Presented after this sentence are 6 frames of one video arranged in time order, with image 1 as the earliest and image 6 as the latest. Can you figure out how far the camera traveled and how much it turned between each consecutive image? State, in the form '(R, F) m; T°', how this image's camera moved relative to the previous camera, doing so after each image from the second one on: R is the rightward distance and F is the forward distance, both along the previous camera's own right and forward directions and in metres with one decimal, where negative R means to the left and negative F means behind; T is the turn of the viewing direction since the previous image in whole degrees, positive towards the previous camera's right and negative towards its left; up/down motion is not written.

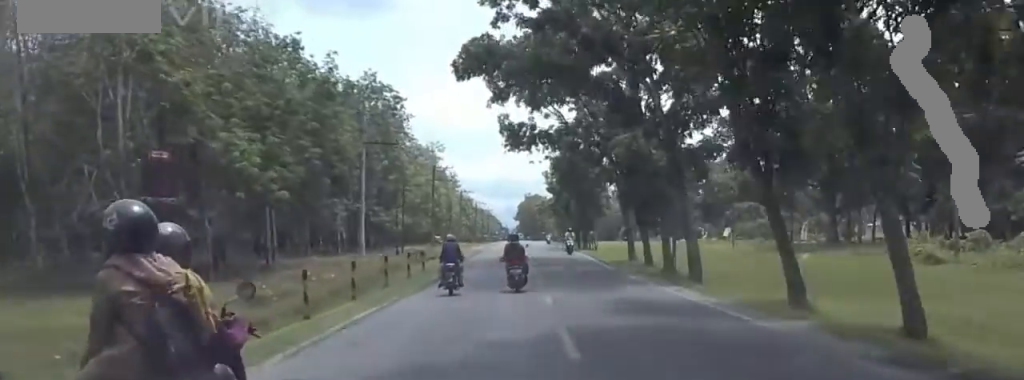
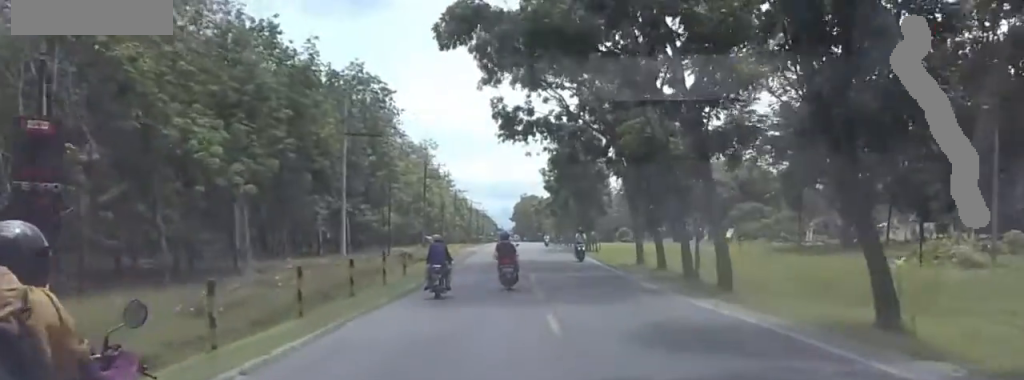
(-0.5, +5.5) m; 0°
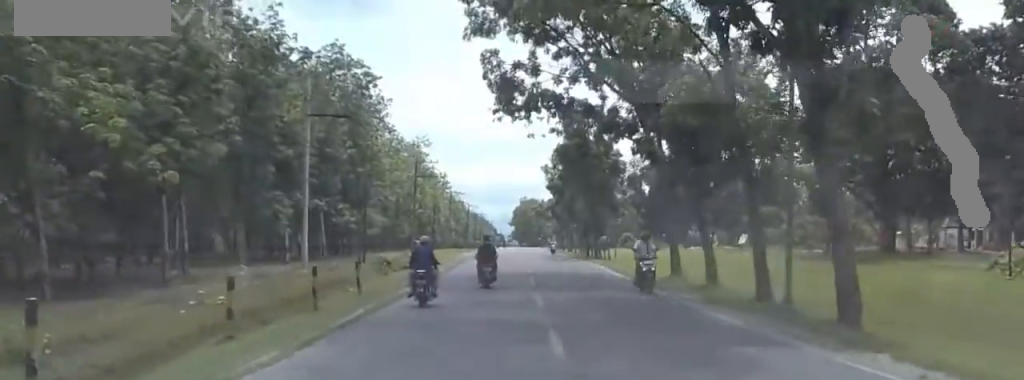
(-0.1, +10.4) m; +2°
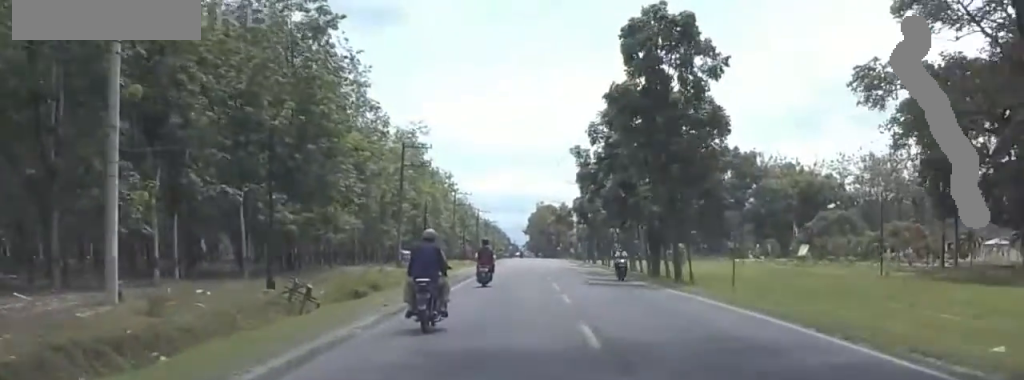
(+1.7, +24.9) m; +4°
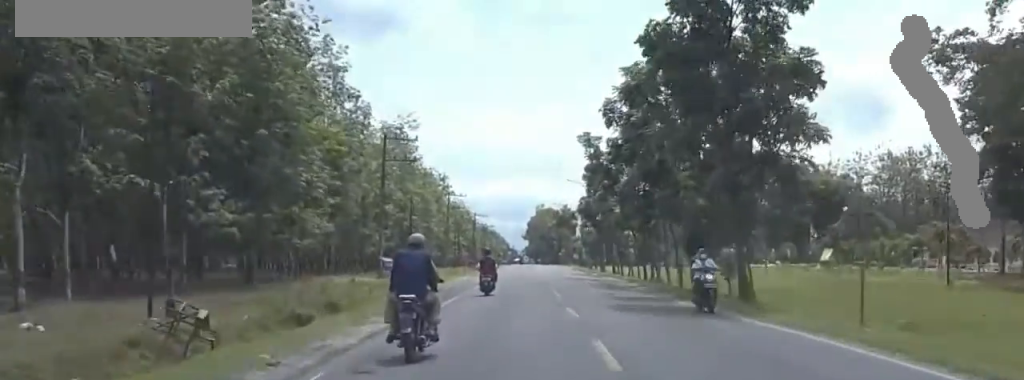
(0.0, +9.9) m; 0°
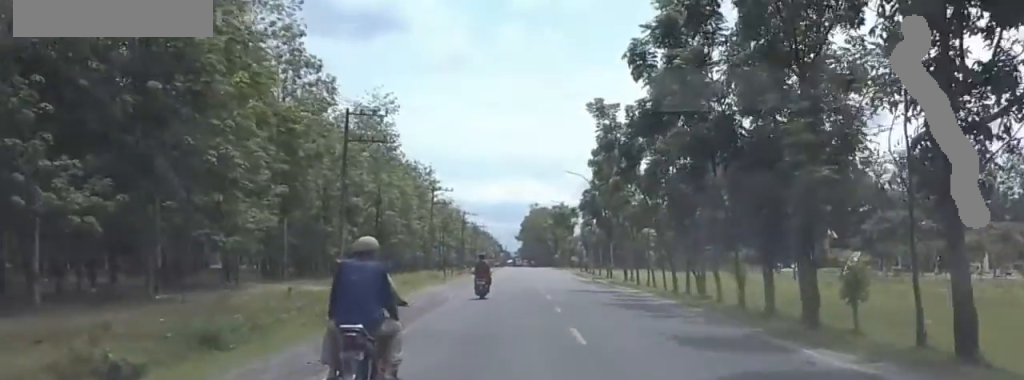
(0.0, +12.3) m; 0°
